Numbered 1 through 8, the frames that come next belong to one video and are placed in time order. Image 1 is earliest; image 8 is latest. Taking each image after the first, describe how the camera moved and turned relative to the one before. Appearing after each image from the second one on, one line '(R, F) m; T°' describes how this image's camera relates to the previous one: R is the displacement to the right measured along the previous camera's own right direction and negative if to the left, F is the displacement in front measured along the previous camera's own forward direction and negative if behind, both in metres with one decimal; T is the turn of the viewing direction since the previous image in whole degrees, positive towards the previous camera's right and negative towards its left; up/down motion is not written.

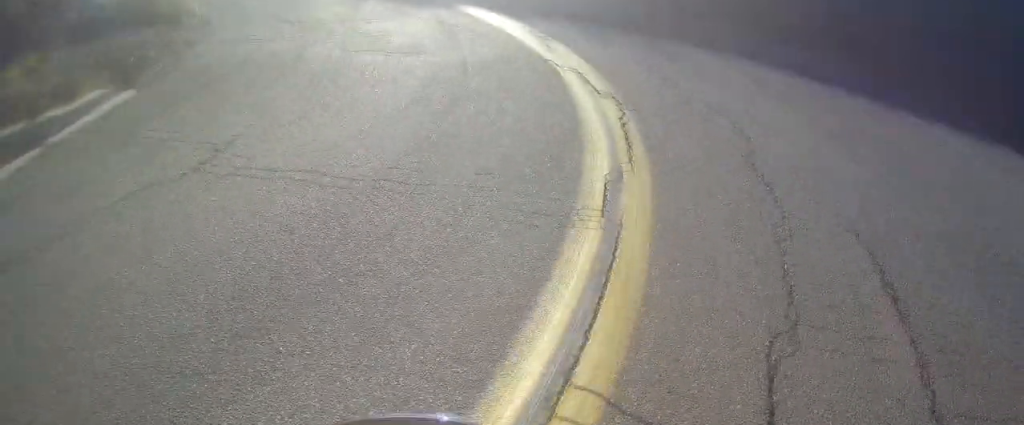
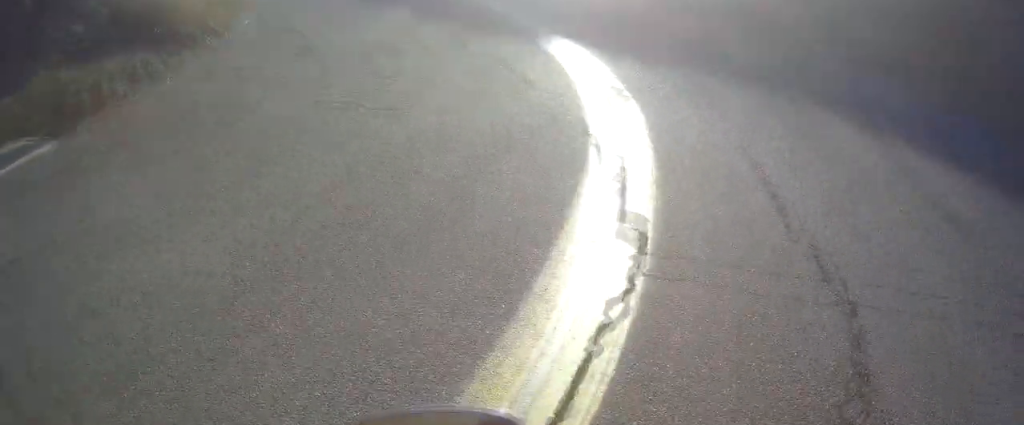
(-0.3, +3.1) m; -17°
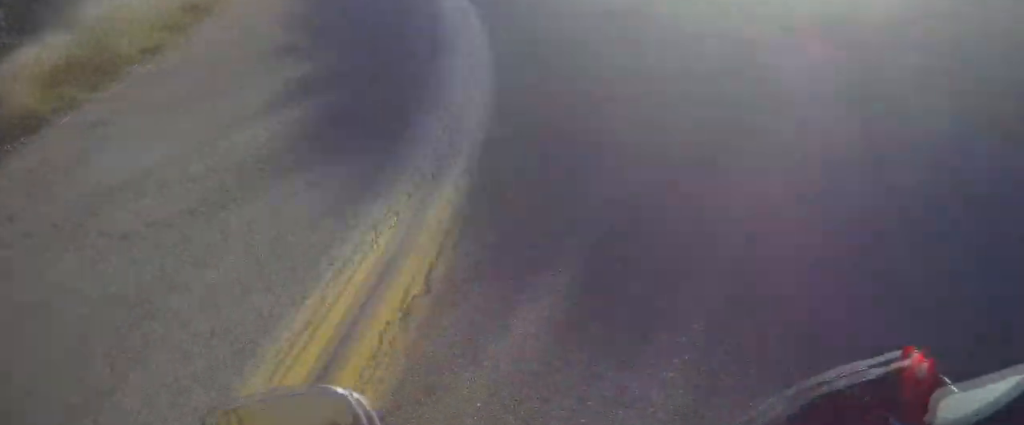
(-2.6, +5.1) m; -36°
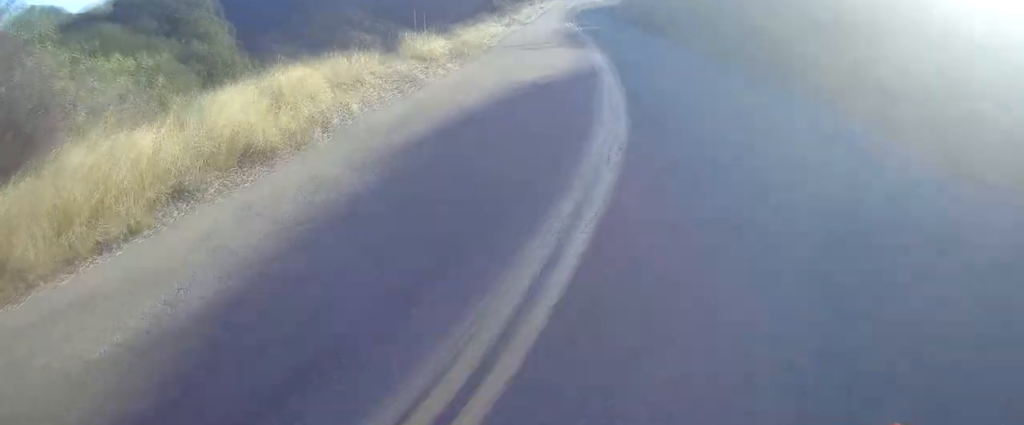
(-0.3, +4.6) m; -28°
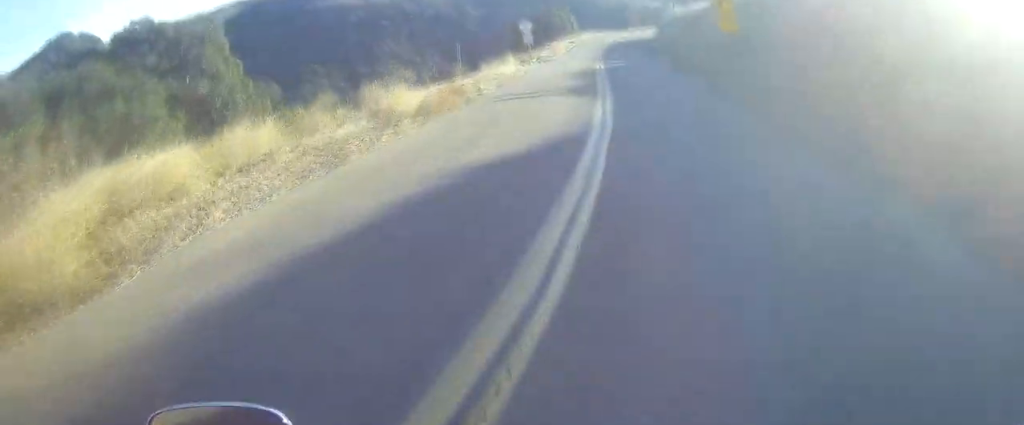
(-1.5, +4.2) m; -17°
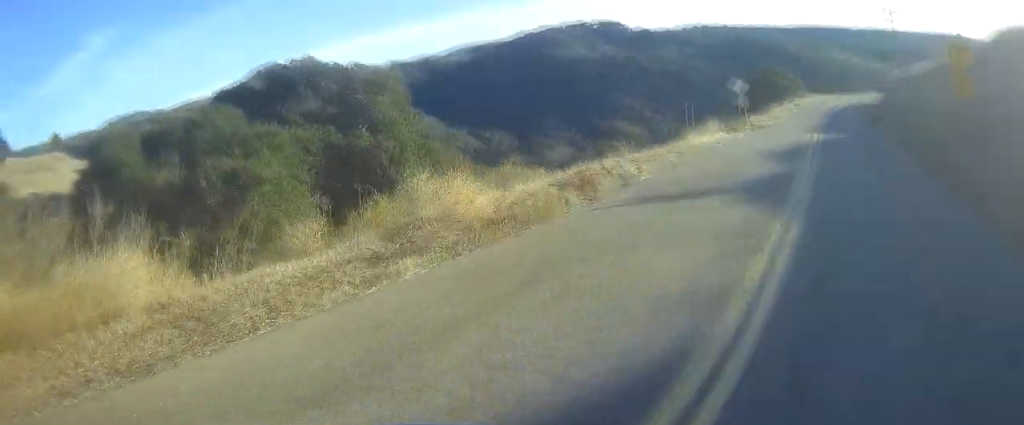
(-1.2, +7.8) m; -11°
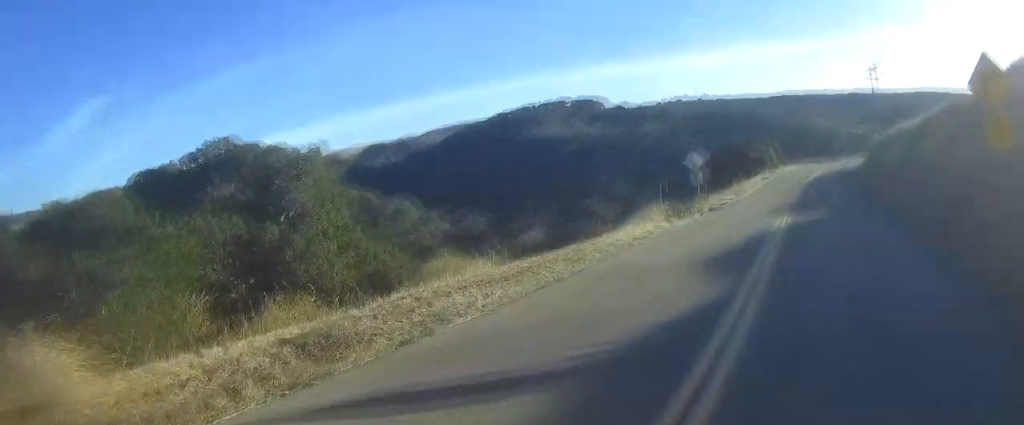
(-0.2, +6.9) m; -2°
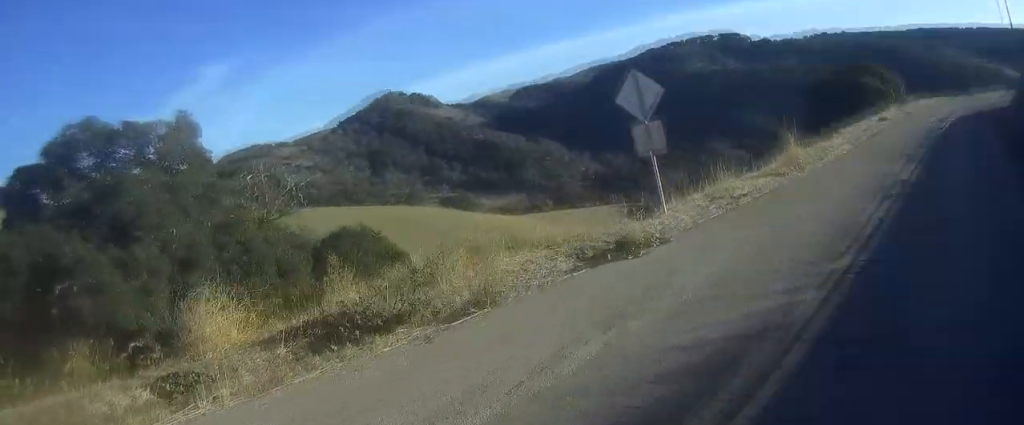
(-0.4, +22.9) m; 0°
